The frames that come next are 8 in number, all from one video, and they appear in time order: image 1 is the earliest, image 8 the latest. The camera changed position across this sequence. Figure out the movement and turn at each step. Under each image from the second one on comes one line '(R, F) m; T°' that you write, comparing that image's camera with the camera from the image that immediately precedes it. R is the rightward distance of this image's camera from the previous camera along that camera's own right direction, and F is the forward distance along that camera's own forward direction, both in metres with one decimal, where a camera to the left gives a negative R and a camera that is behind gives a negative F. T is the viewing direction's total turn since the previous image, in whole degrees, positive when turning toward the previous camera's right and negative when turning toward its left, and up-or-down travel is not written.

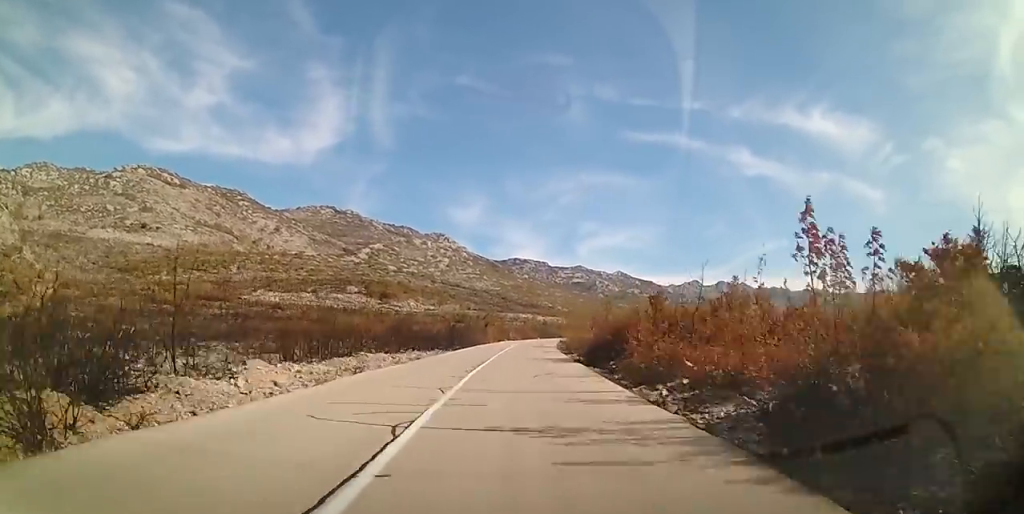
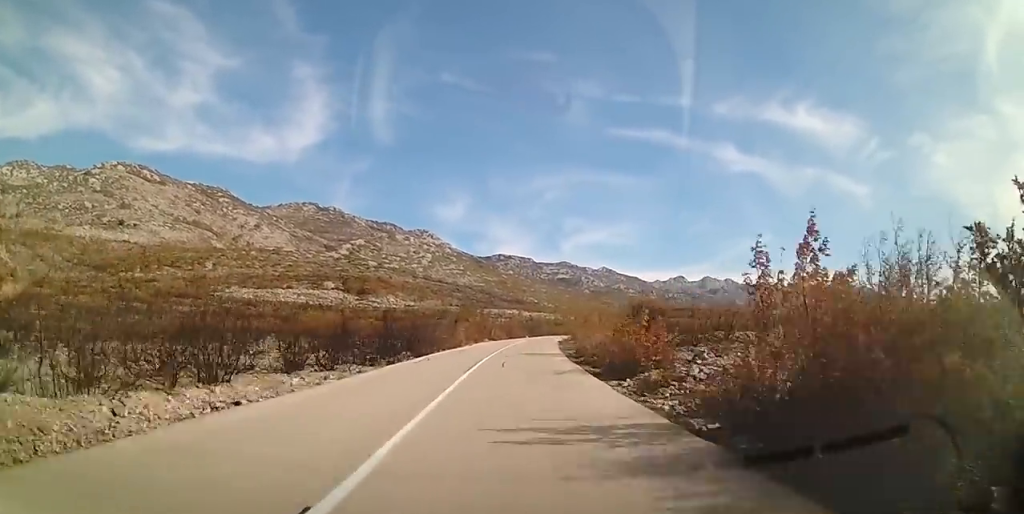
(+0.3, +17.8) m; +2°
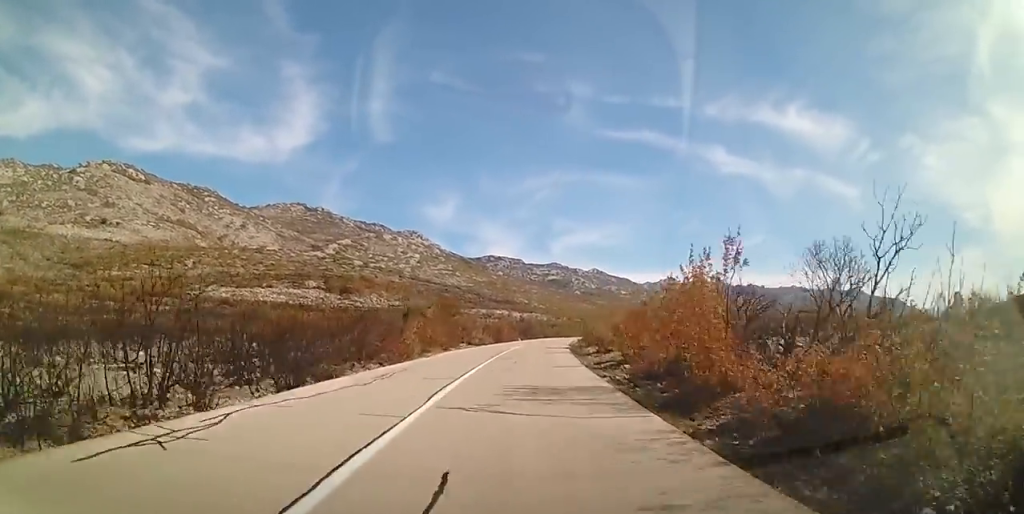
(+0.3, +16.9) m; +2°
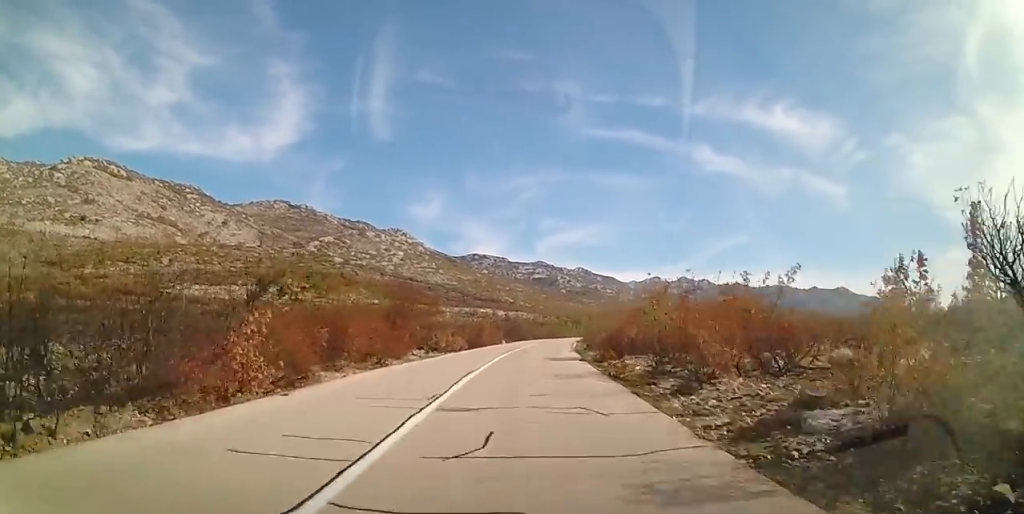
(+0.1, +14.5) m; +2°
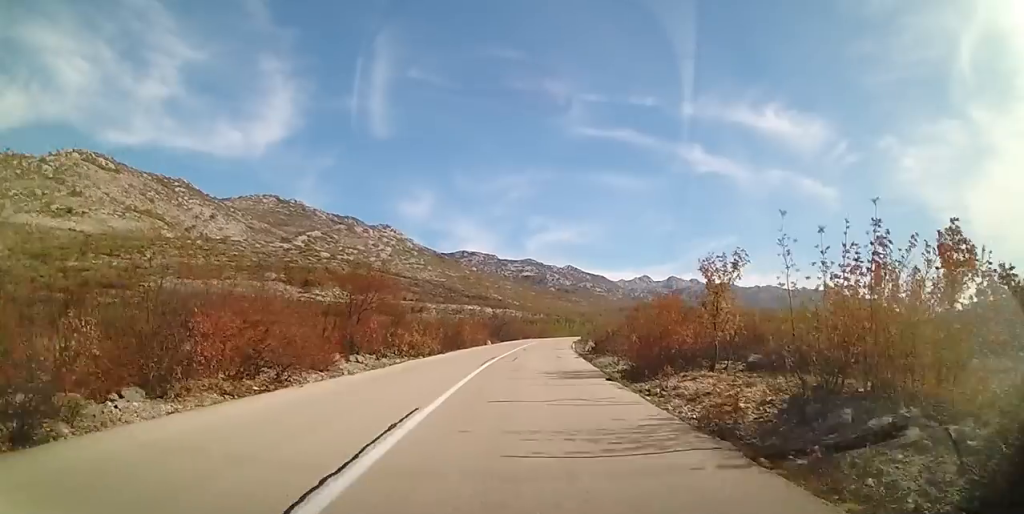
(+0.2, +8.5) m; 0°
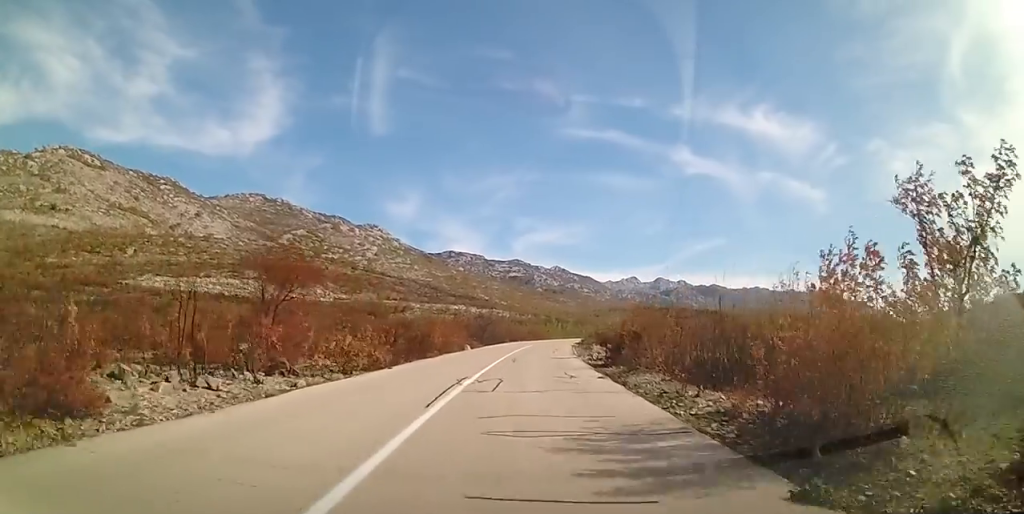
(+0.1, +9.7) m; +1°
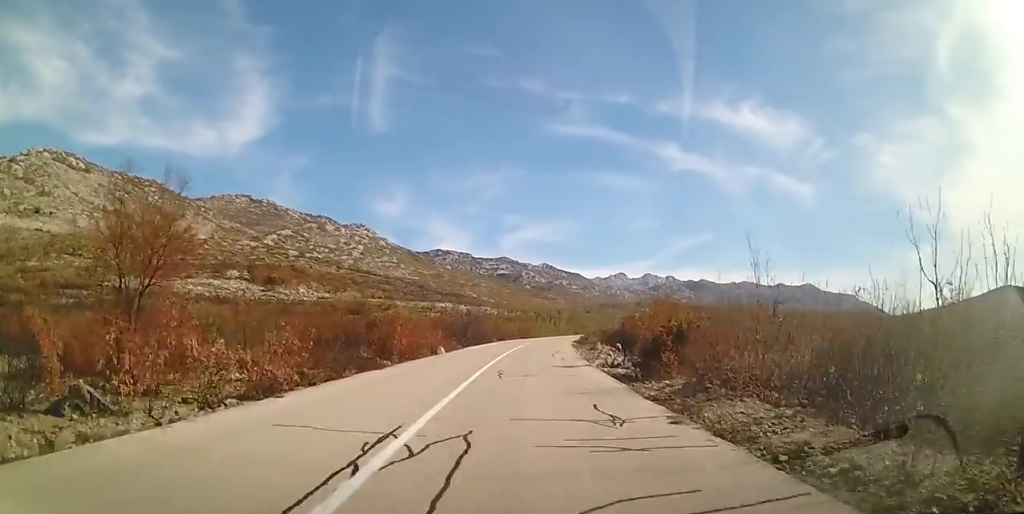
(-0.1, +7.8) m; +1°
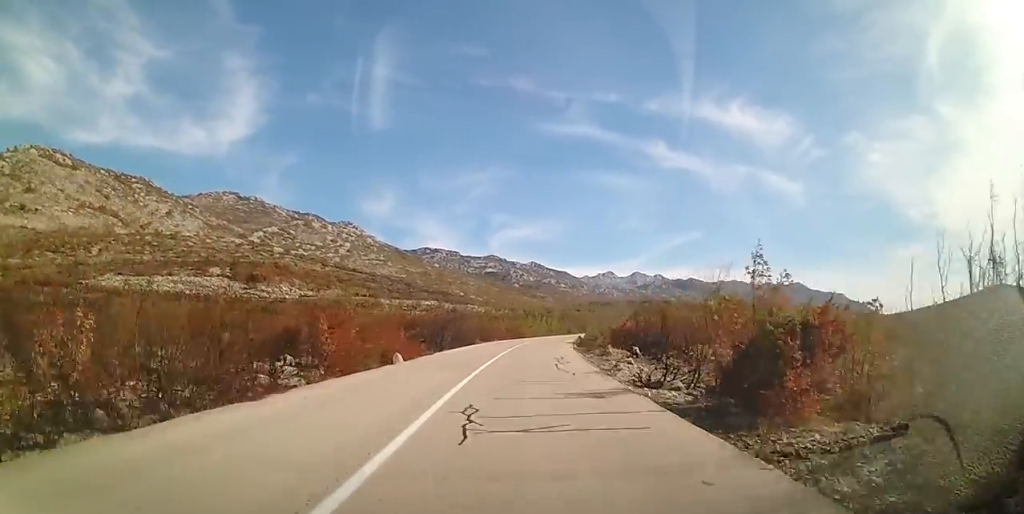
(-0.3, +7.8) m; +1°
